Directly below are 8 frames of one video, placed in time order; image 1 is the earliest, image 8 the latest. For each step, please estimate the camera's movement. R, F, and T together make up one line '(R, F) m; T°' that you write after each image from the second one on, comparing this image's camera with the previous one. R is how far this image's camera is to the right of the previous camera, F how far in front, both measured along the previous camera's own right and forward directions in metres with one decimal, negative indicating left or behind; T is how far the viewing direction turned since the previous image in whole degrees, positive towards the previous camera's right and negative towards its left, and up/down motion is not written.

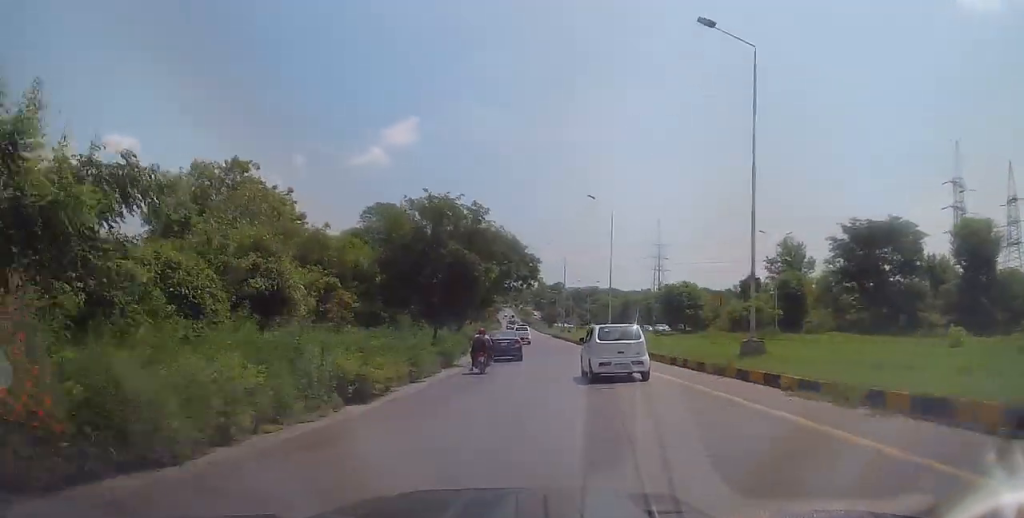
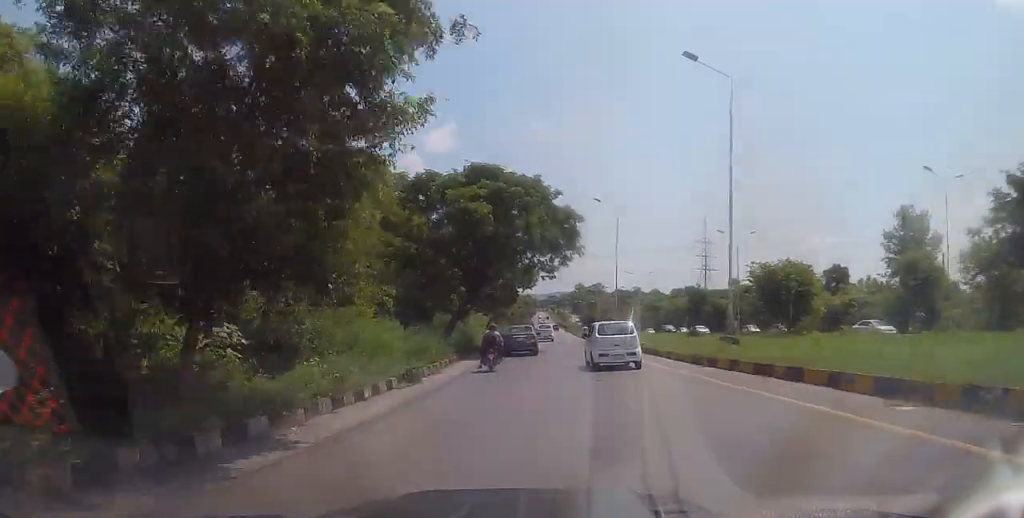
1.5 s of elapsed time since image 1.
(-0.8, +22.2) m; -3°
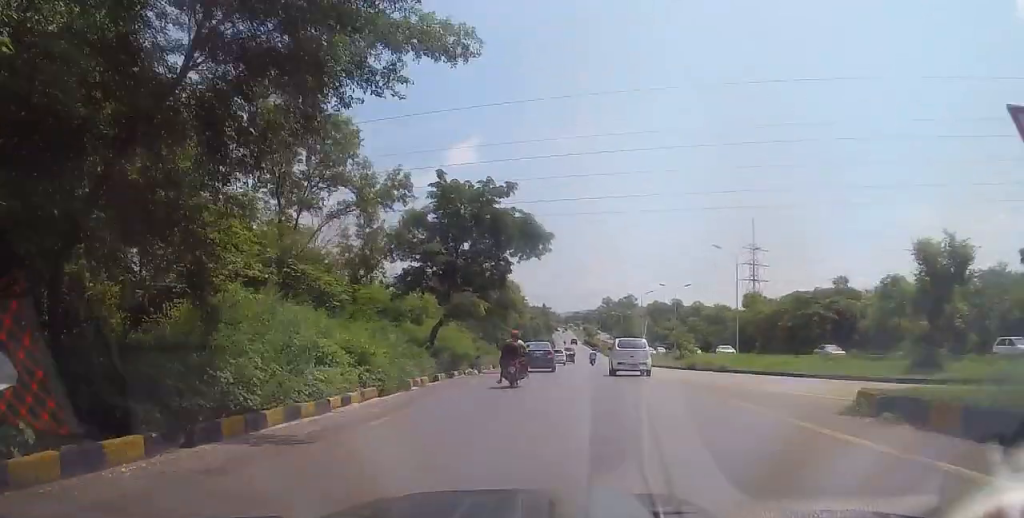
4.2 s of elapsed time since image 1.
(-0.6, +39.8) m; -2°
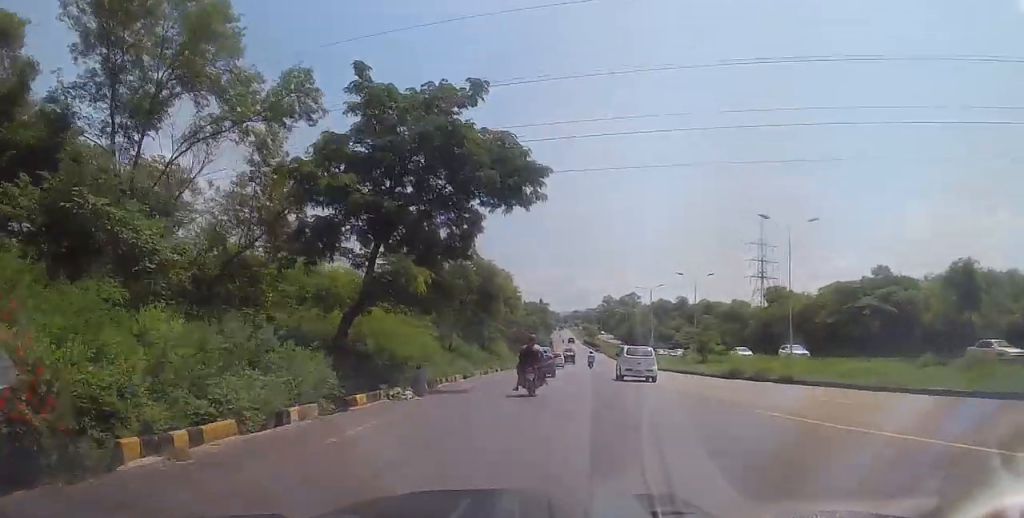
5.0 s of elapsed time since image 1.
(-0.4, +12.4) m; -2°
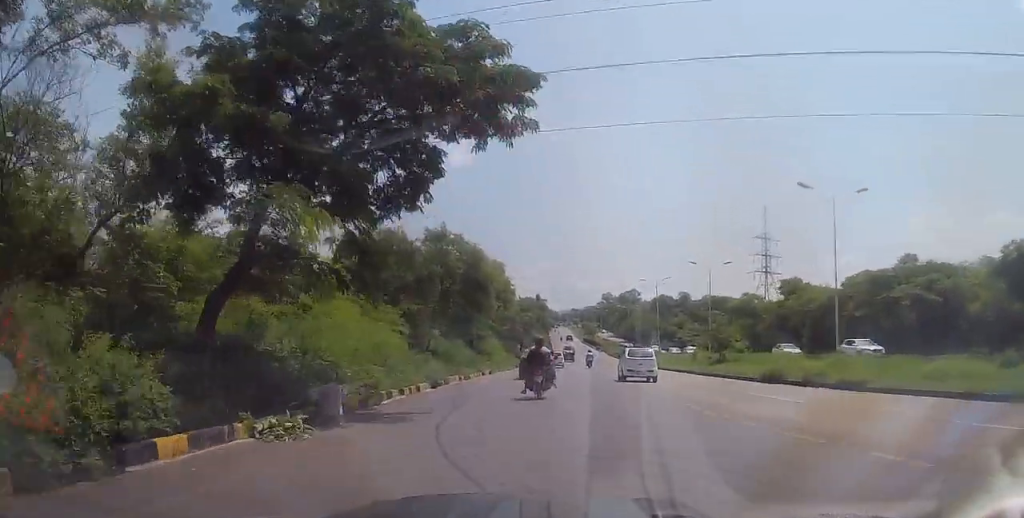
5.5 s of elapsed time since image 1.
(0.0, +6.9) m; +1°
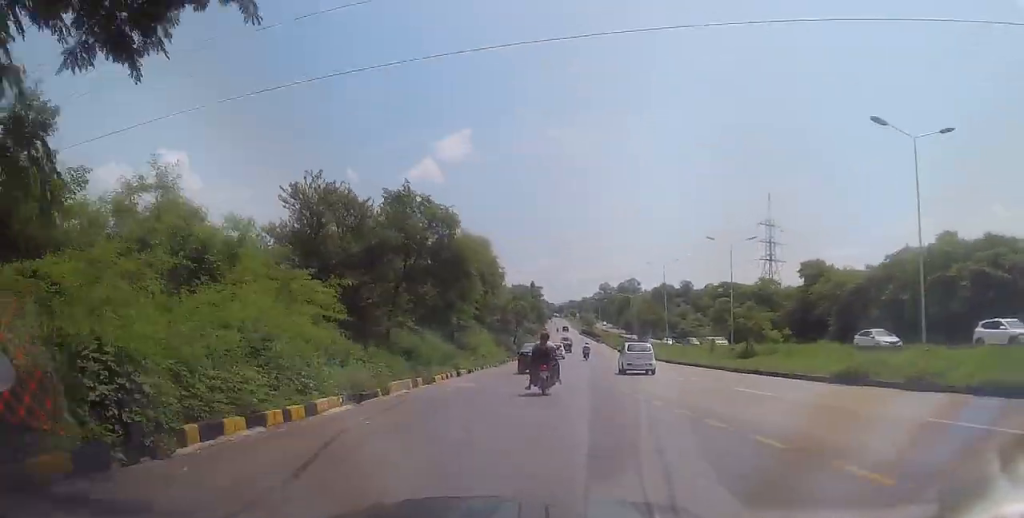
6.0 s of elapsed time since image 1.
(-0.1, +8.3) m; +1°
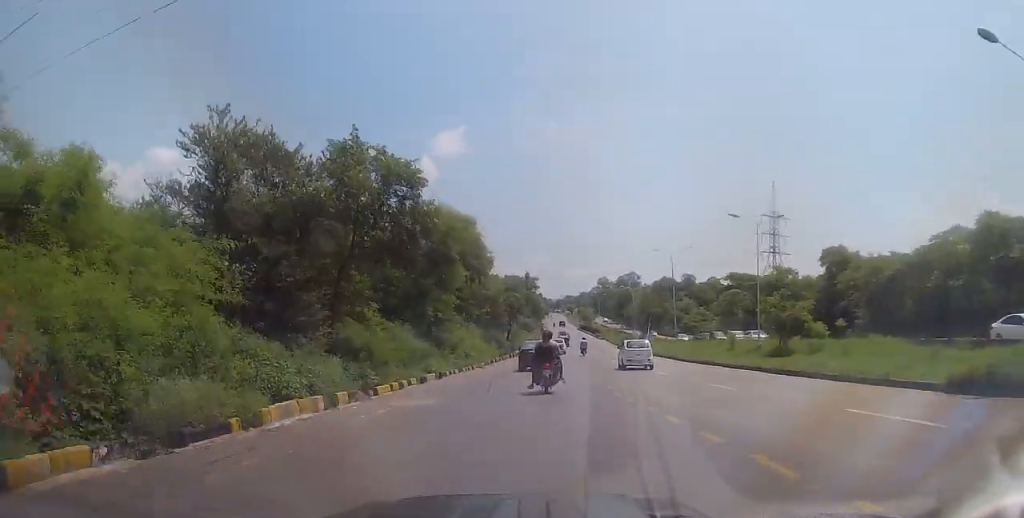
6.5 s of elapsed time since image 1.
(+0.2, +7.2) m; 0°
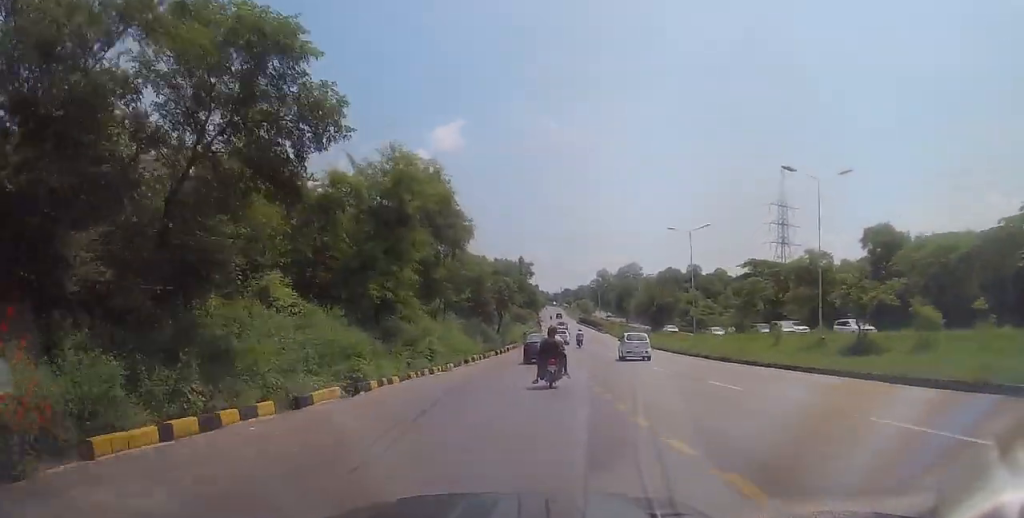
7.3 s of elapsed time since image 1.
(+0.2, +10.5) m; 0°
